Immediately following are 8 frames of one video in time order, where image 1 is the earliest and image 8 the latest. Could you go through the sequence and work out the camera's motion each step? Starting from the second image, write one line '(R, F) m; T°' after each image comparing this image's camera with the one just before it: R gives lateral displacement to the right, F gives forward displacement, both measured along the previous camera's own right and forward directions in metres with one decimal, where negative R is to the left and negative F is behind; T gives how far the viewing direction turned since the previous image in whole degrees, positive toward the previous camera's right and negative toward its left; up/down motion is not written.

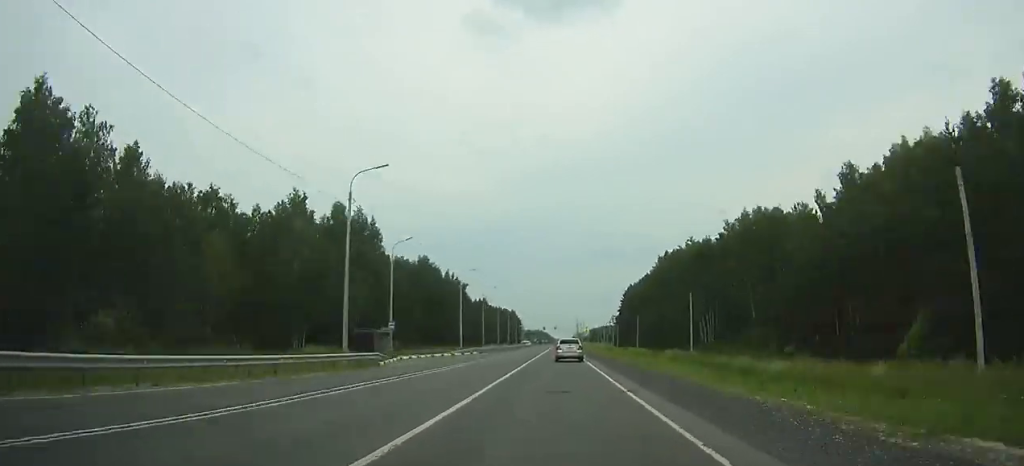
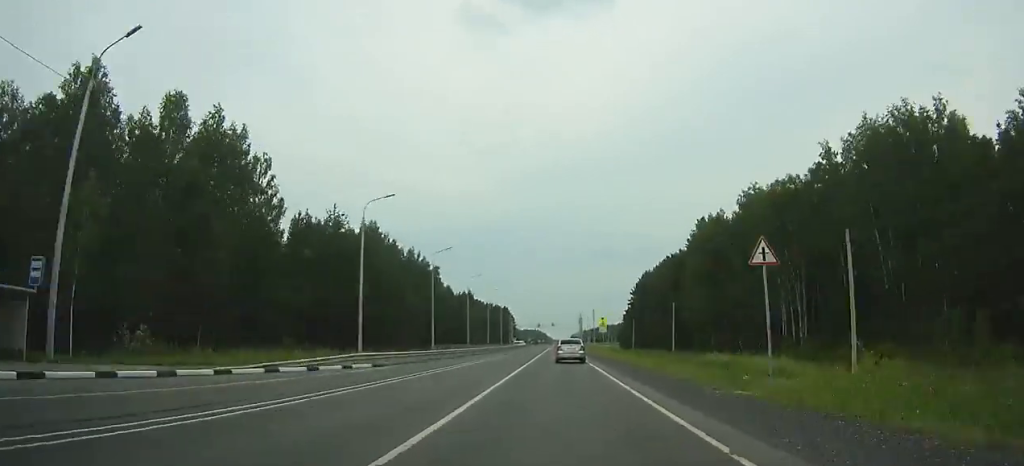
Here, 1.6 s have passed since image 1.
(0.0, +43.2) m; 0°
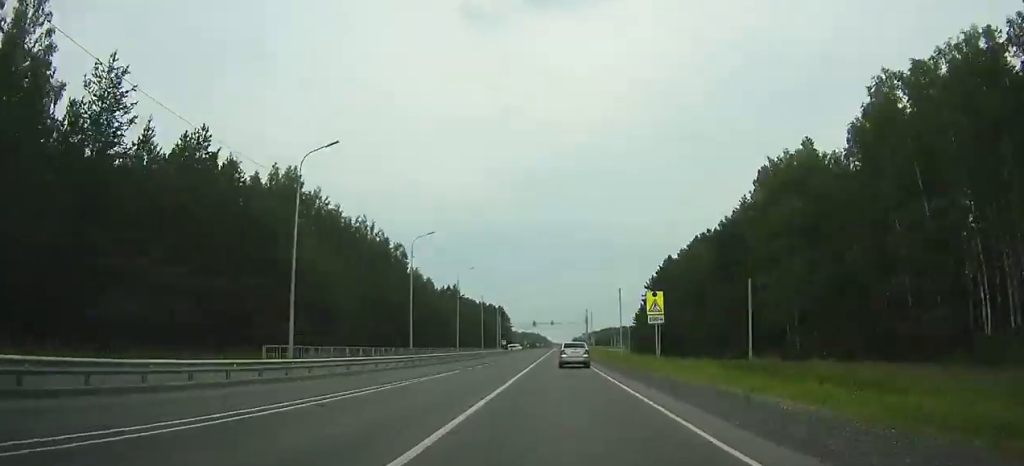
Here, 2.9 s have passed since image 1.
(0.0, +34.5) m; 0°
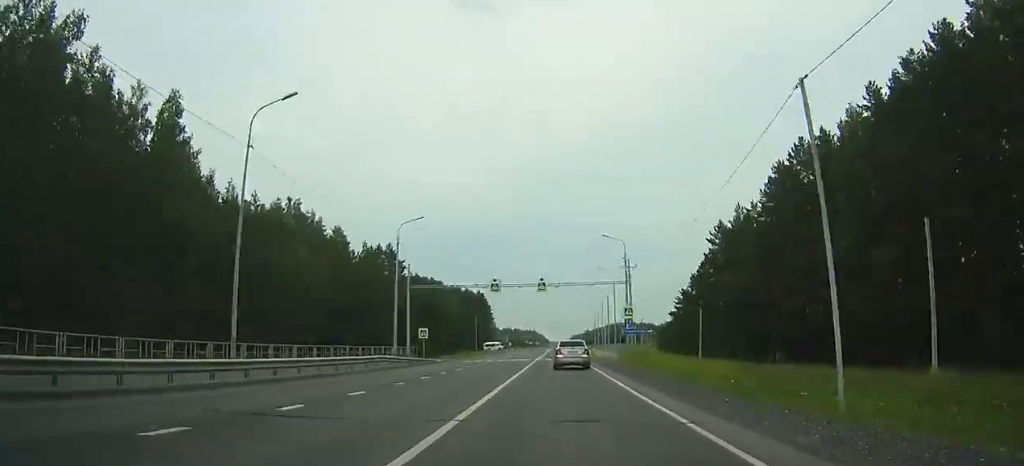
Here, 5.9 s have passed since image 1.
(-0.1, +81.1) m; 0°
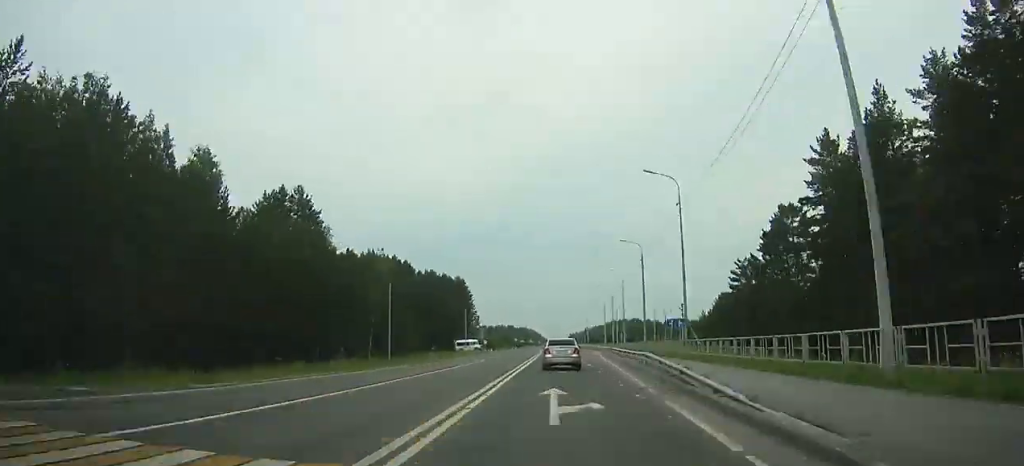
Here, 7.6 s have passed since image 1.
(-0.2, +46.7) m; 0°
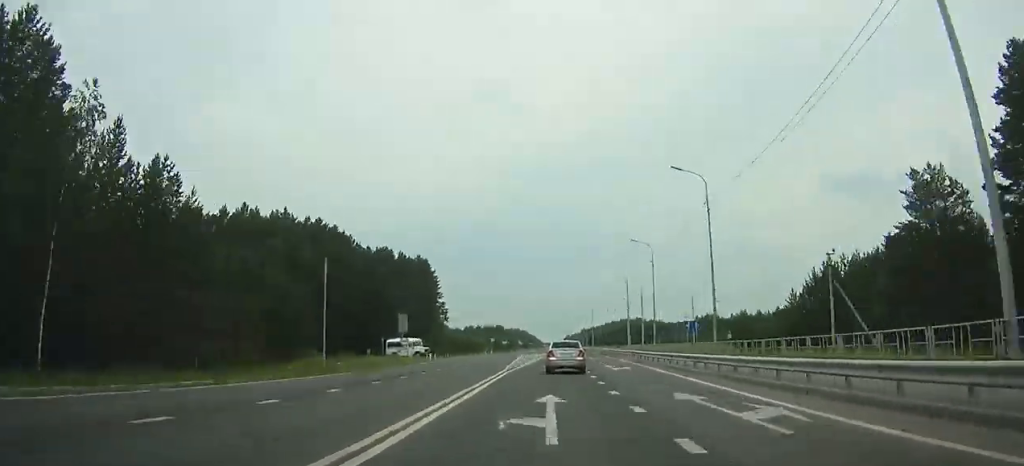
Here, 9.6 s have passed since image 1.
(+0.7, +53.8) m; 0°
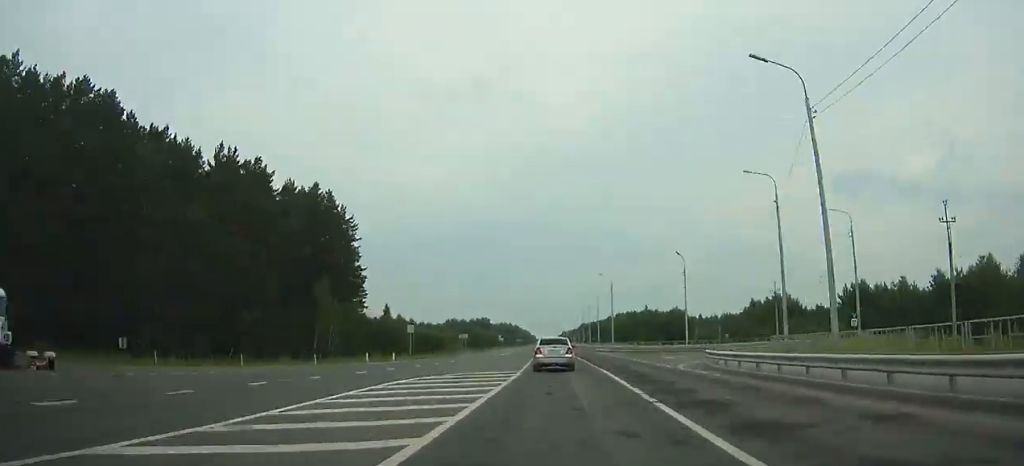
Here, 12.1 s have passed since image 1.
(+0.1, +65.8) m; 0°
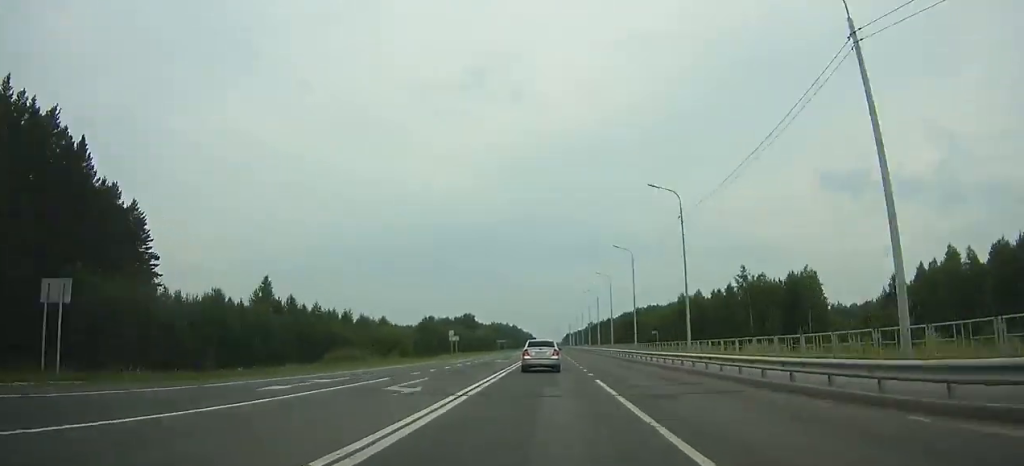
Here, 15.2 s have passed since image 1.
(-0.3, +80.1) m; -1°
